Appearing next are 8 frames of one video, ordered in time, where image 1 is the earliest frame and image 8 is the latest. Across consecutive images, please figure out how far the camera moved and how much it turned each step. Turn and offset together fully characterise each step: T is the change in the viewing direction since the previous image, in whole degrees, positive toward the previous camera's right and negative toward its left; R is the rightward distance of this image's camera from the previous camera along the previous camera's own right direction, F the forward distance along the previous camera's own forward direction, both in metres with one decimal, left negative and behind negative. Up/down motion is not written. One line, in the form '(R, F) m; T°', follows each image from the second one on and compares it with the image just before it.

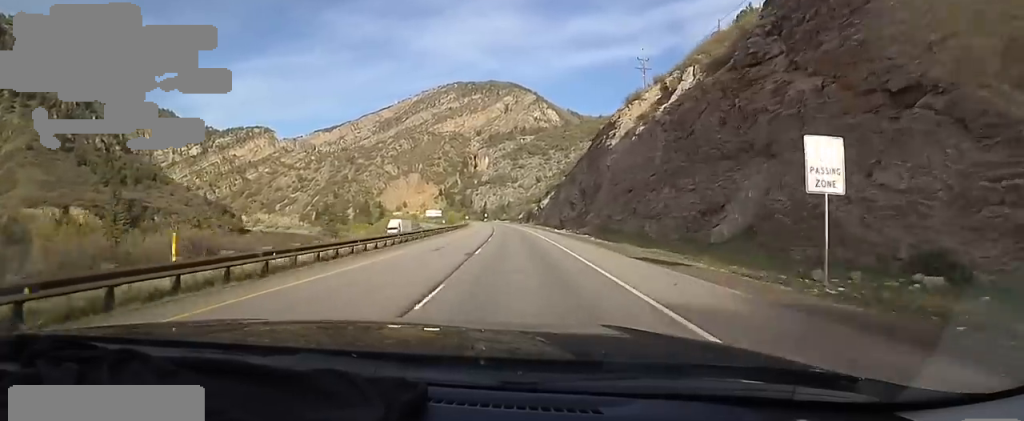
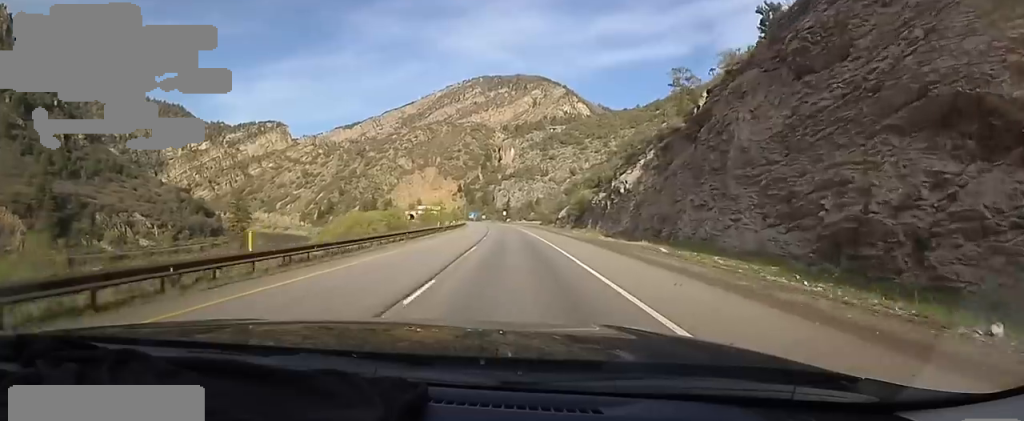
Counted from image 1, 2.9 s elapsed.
(+0.3, +72.5) m; -3°
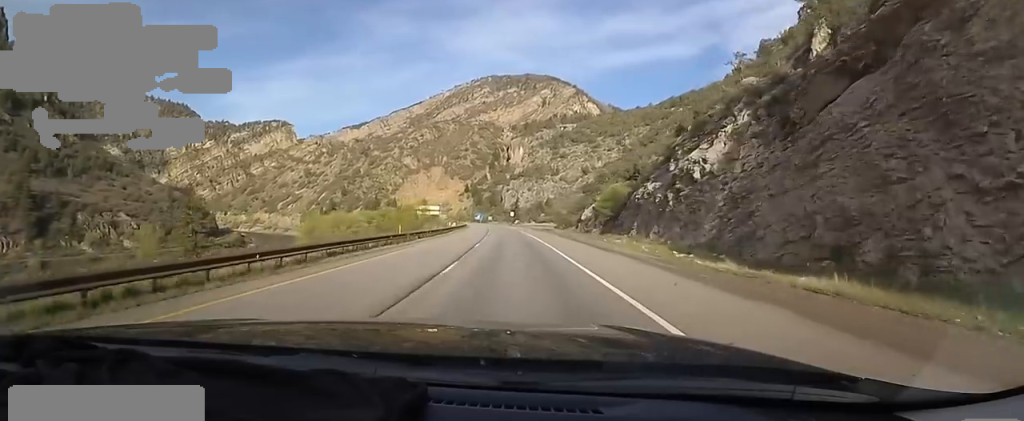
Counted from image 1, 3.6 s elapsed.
(-1.1, +18.9) m; -3°
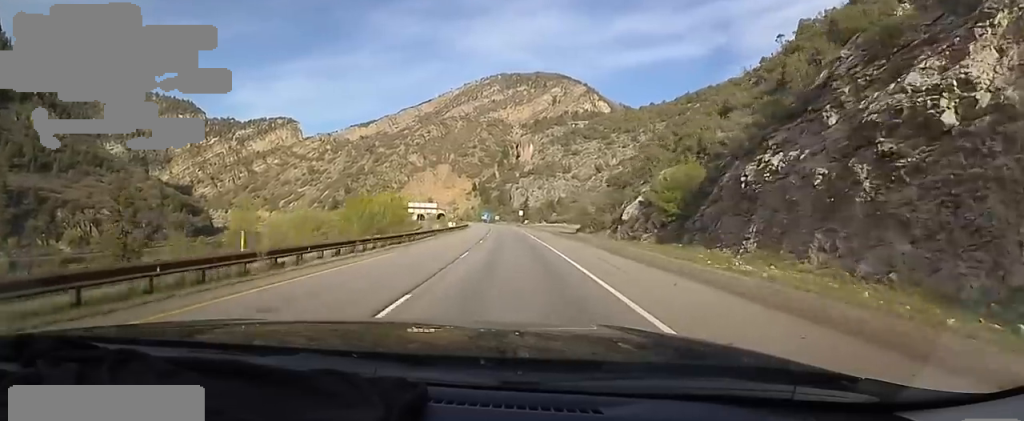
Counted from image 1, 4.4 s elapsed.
(-0.3, +19.7) m; -1°
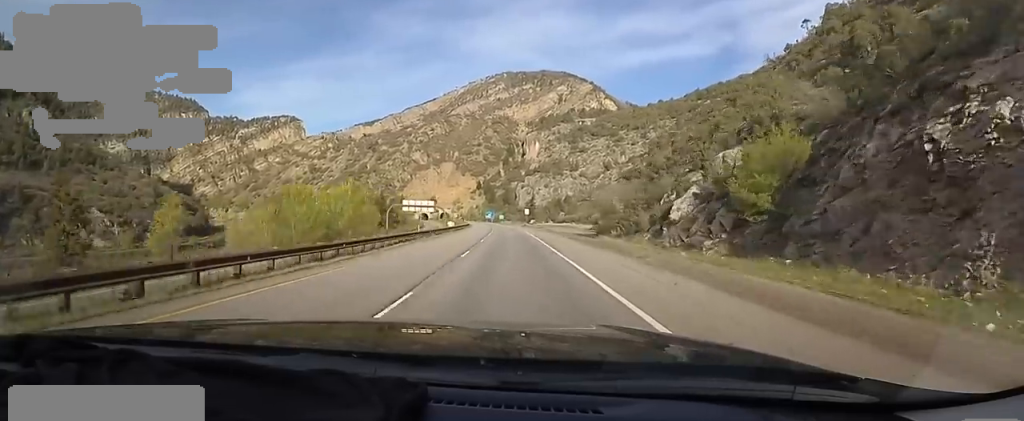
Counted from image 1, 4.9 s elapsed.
(0.0, +11.5) m; 0°
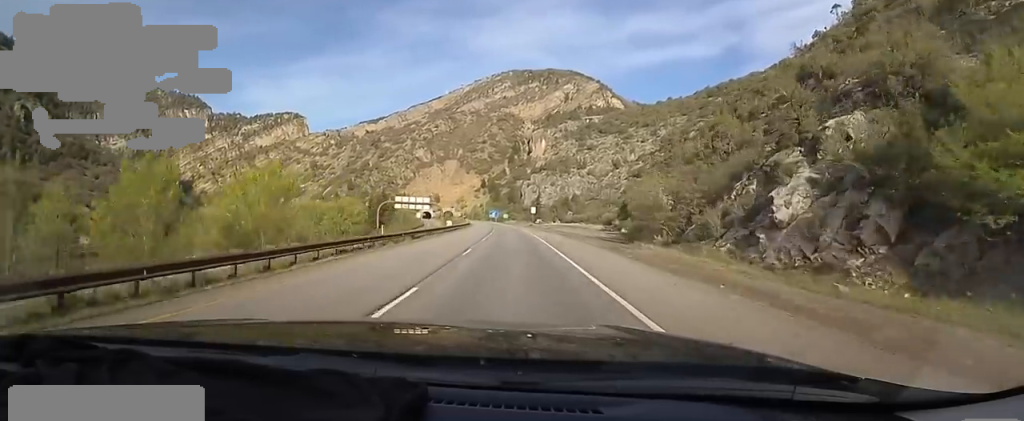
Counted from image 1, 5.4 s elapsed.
(0.0, +11.6) m; 0°
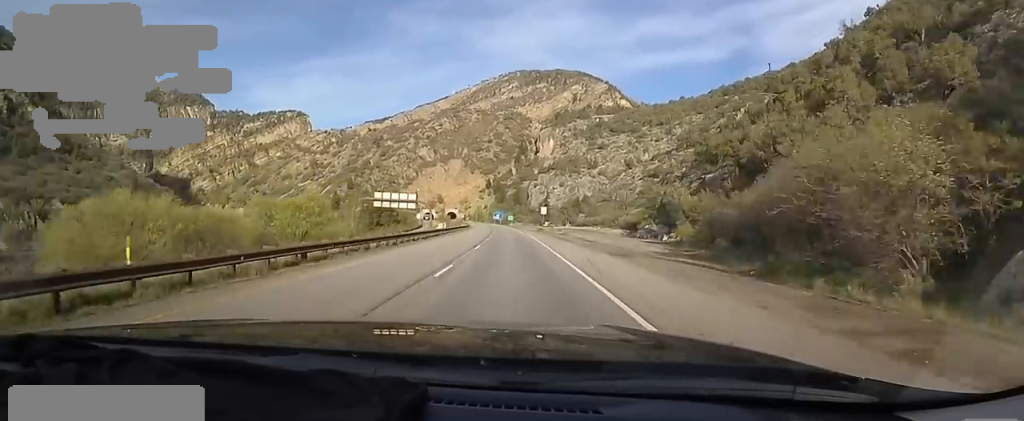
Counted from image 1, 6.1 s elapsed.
(0.0, +19.0) m; 0°
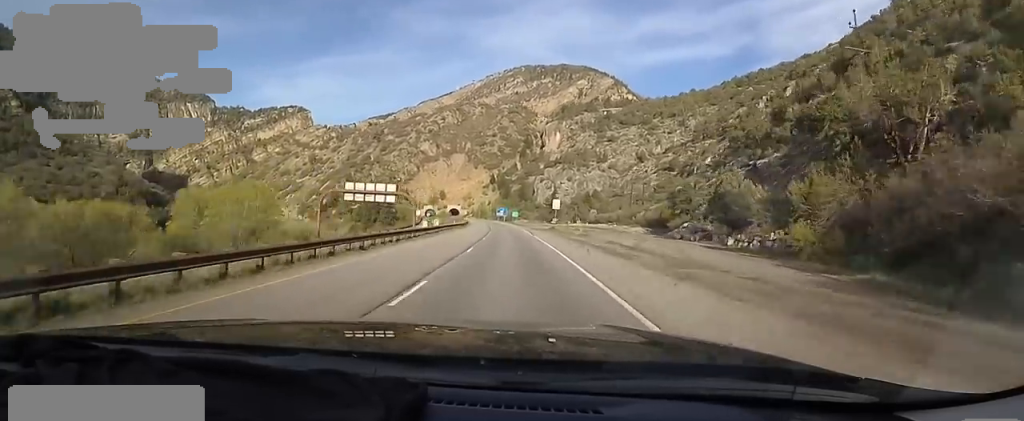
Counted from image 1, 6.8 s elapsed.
(0.0, +16.5) m; 0°
